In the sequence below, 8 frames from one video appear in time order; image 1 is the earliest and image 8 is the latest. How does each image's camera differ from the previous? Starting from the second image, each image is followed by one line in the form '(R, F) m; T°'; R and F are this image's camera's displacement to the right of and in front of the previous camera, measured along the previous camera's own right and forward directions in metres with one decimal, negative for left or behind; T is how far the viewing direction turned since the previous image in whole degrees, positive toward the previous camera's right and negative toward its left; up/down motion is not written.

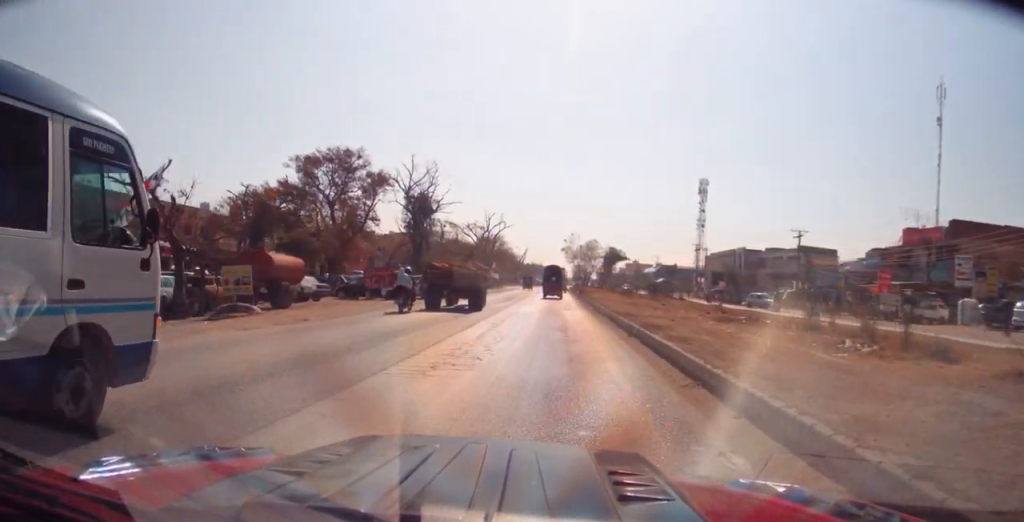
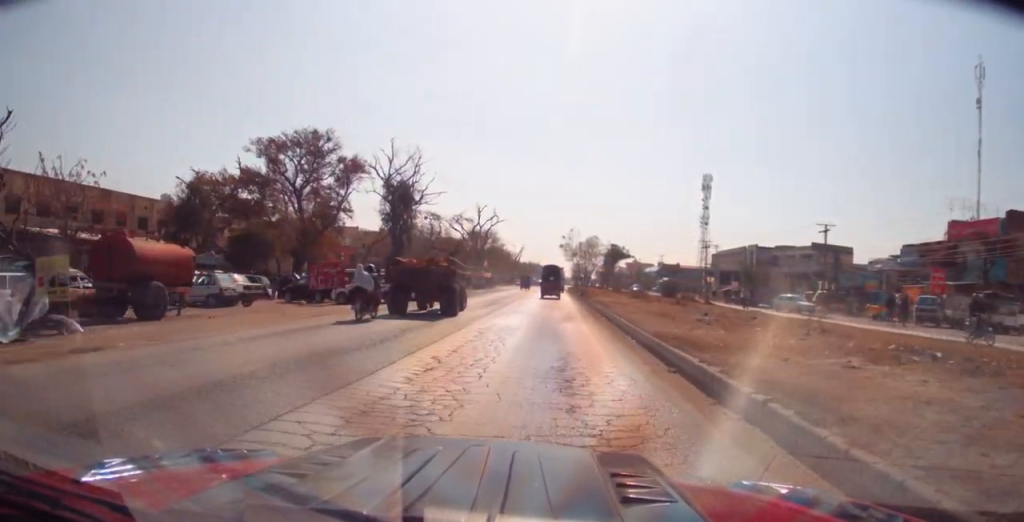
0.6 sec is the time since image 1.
(+0.1, +8.5) m; +1°
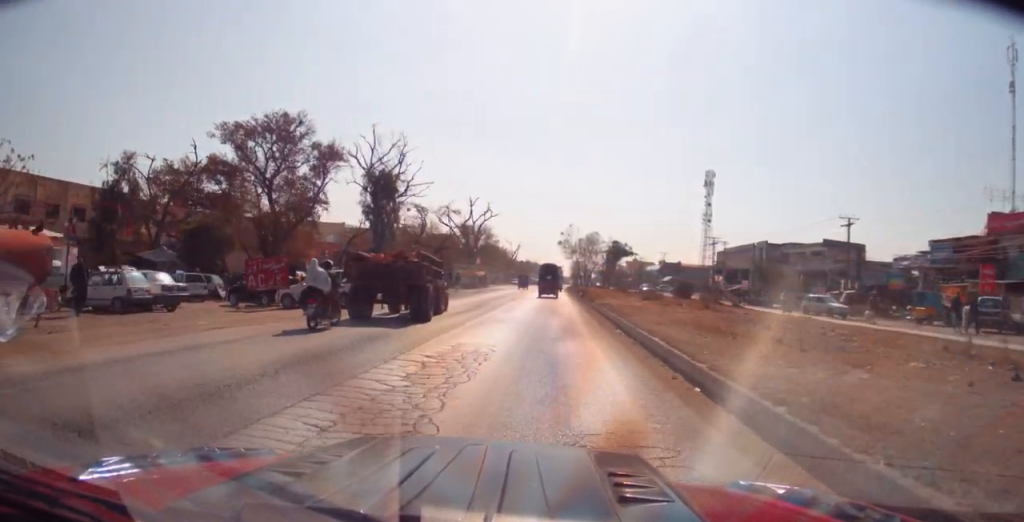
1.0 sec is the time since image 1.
(0.0, +5.7) m; +1°
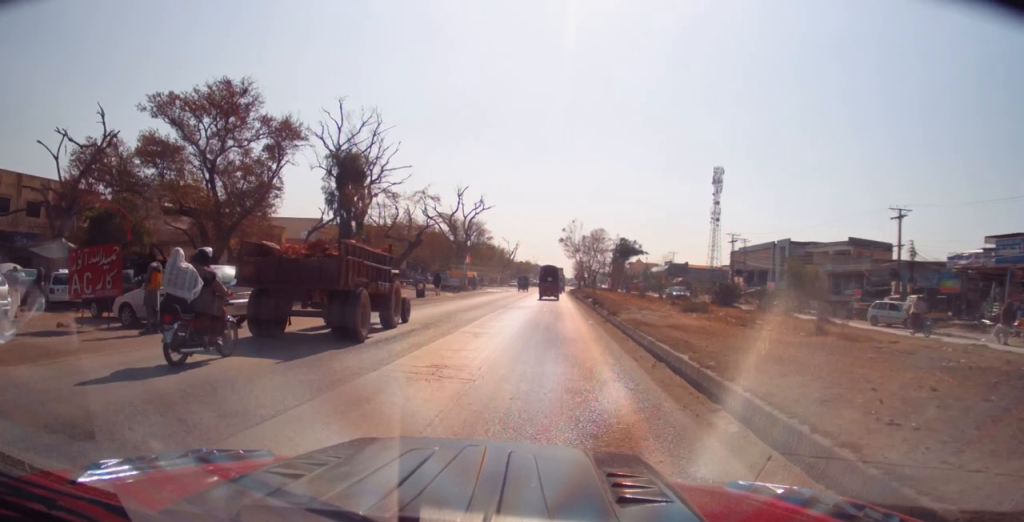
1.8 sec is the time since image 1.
(+0.1, +10.1) m; -1°
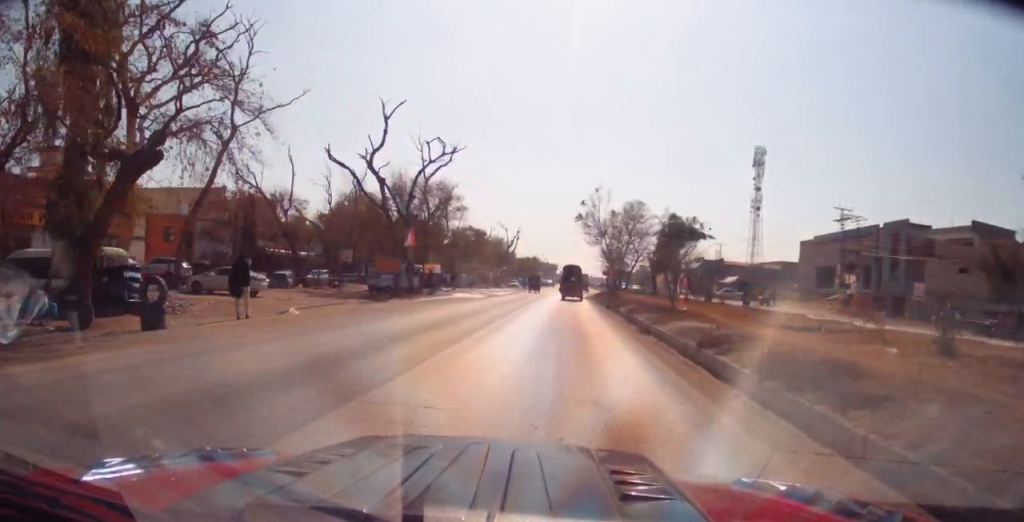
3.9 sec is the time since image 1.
(-0.6, +30.7) m; -1°
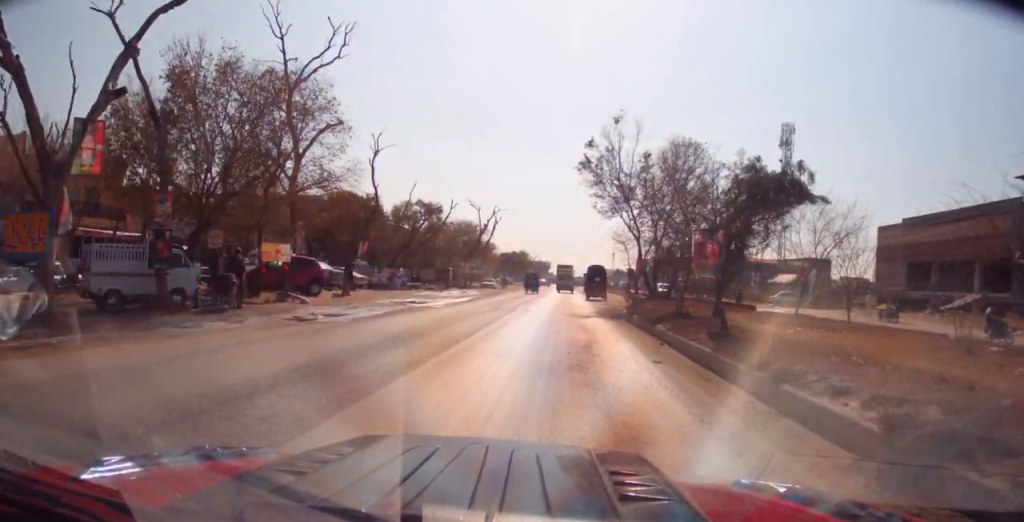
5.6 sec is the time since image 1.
(+0.1, +25.7) m; 0°
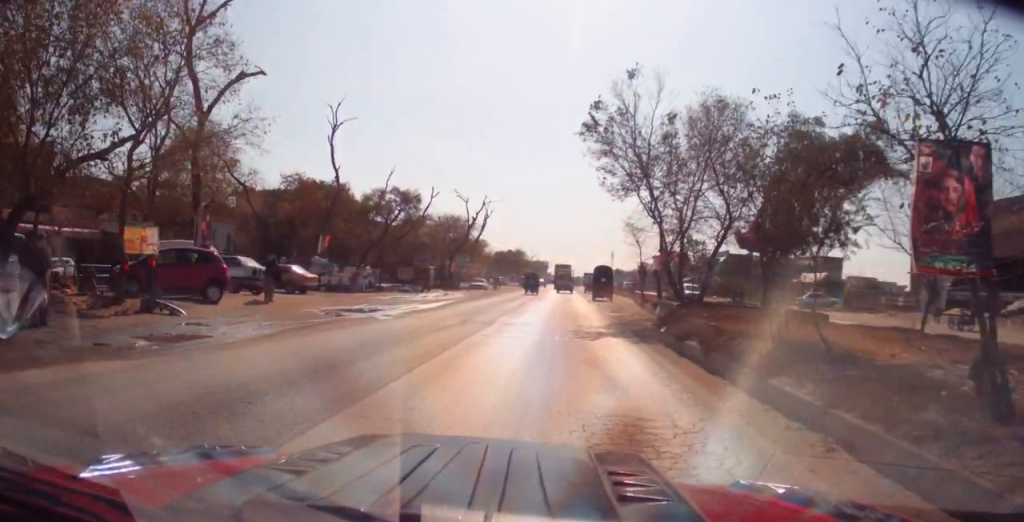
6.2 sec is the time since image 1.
(0.0, +7.9) m; 0°
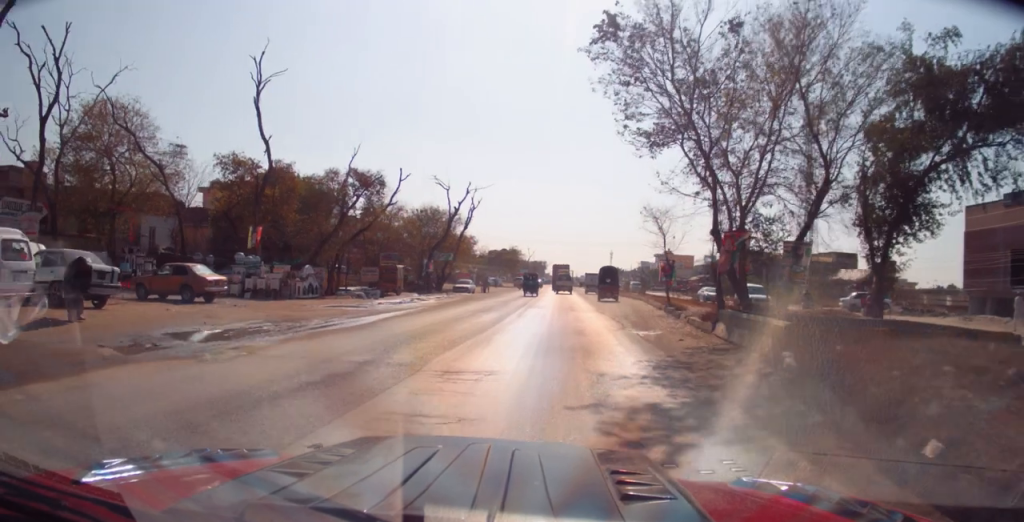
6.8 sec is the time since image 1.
(-0.1, +9.3) m; 0°
